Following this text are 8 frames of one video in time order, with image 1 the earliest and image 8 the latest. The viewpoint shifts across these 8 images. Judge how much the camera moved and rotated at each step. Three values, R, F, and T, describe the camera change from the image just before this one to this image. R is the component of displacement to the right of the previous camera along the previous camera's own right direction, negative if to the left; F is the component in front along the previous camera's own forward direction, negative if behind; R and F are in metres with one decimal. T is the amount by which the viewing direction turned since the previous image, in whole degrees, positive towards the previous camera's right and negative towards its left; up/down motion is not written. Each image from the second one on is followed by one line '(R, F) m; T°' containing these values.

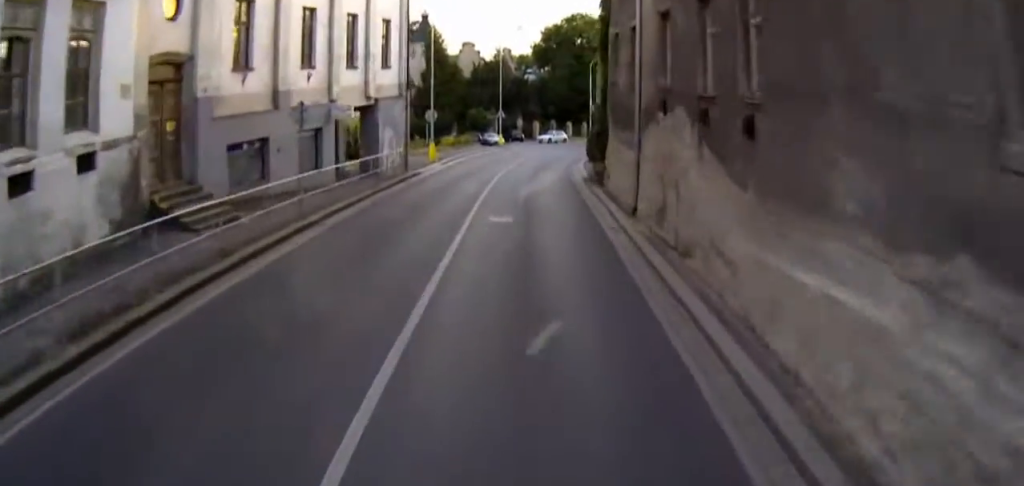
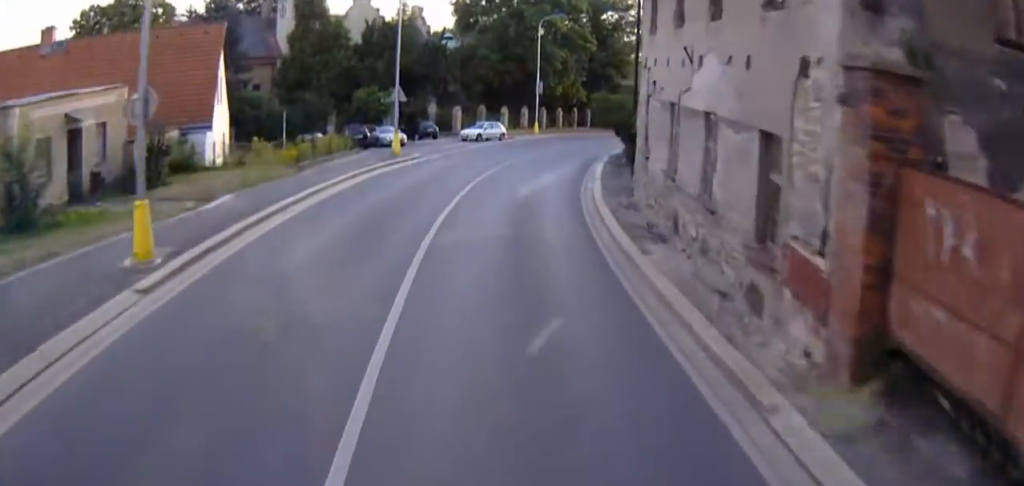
(+1.0, +30.1) m; +6°
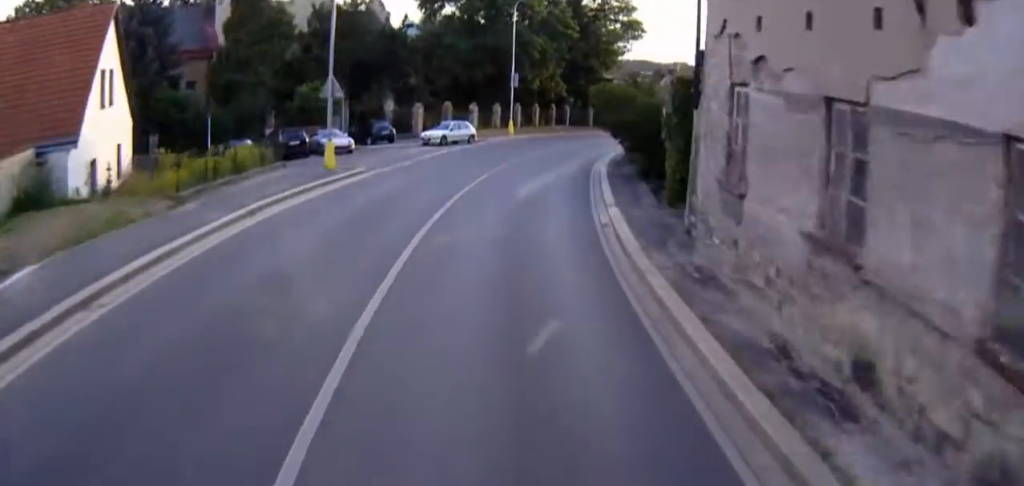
(+0.3, +9.1) m; +3°
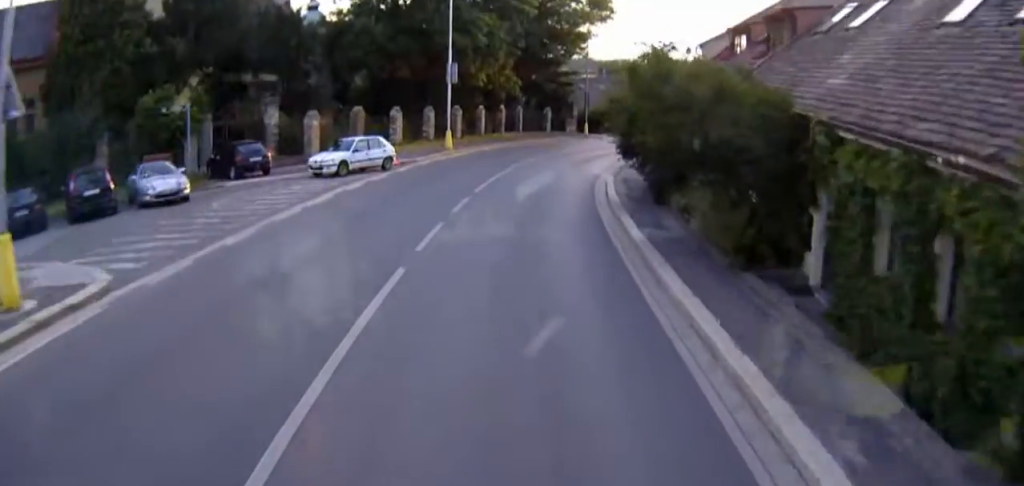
(+0.8, +16.2) m; +8°
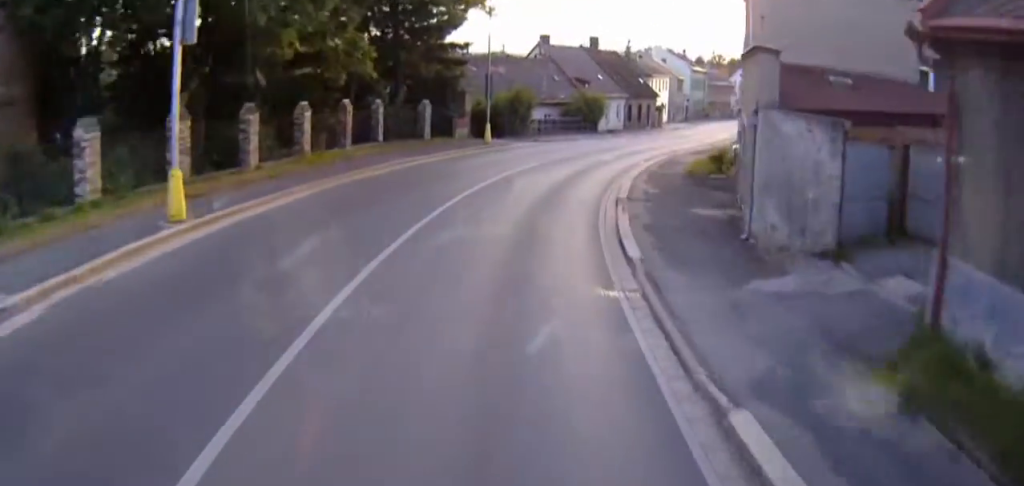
(+3.0, +24.0) m; +11°
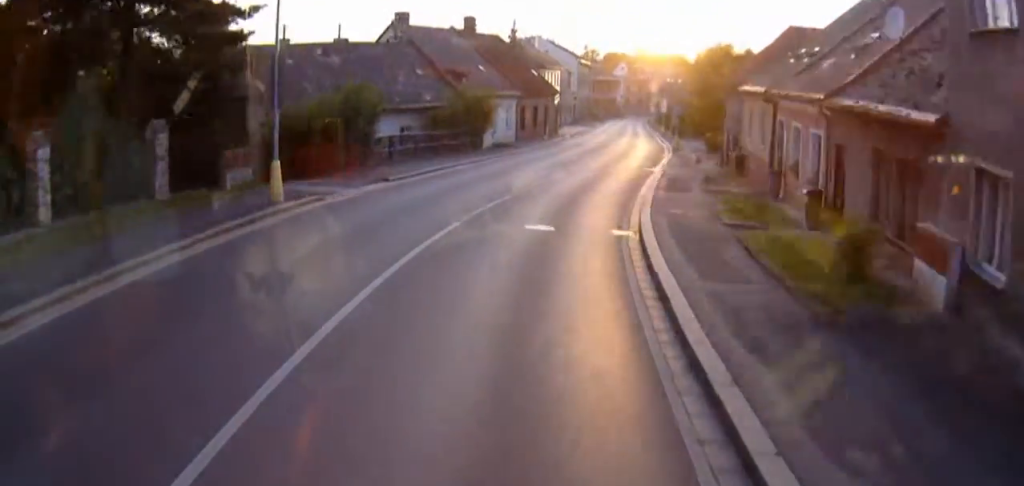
(+0.4, +20.3) m; +7°
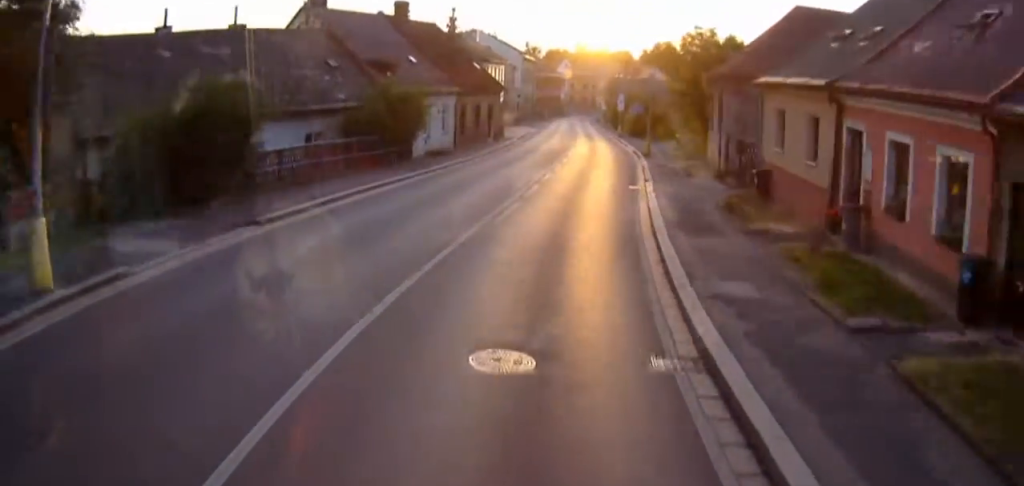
(+0.8, +8.5) m; +3°
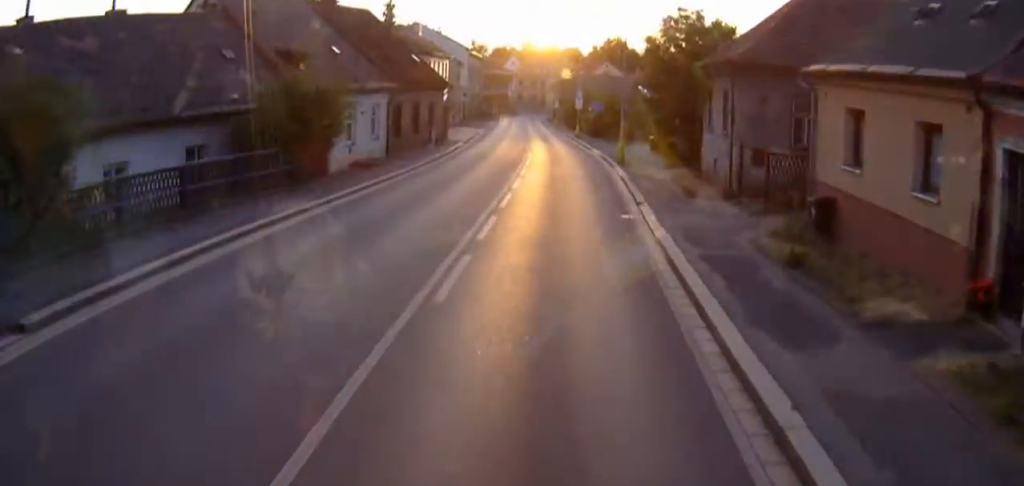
(+0.3, +7.4) m; +3°
